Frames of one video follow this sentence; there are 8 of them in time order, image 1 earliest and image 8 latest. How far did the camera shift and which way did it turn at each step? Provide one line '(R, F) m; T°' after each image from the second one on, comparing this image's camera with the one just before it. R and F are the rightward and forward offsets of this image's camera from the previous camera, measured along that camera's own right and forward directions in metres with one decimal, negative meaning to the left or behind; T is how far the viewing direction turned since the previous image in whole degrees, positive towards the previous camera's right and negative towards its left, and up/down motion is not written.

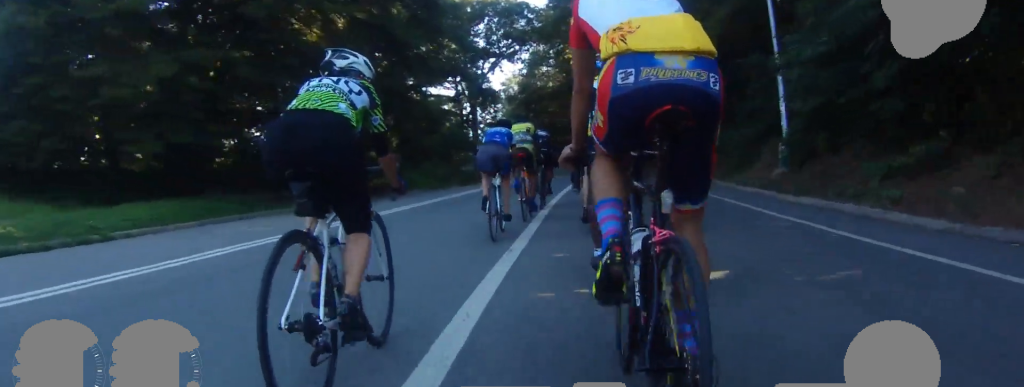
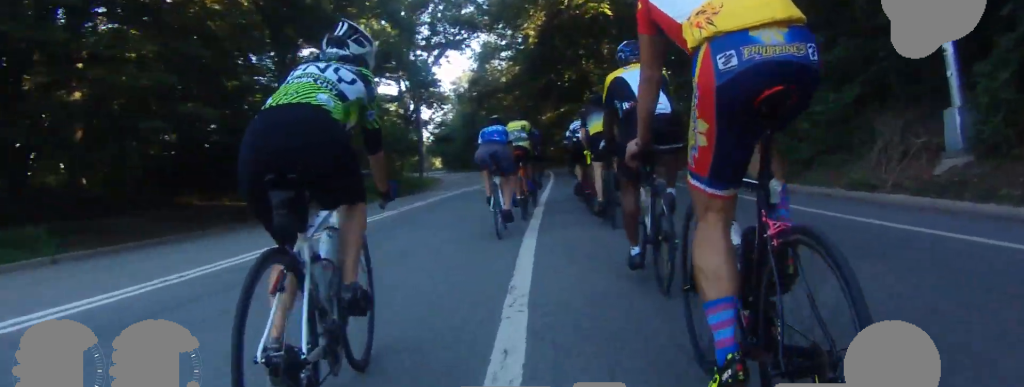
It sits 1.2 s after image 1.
(+0.5, +7.3) m; +3°
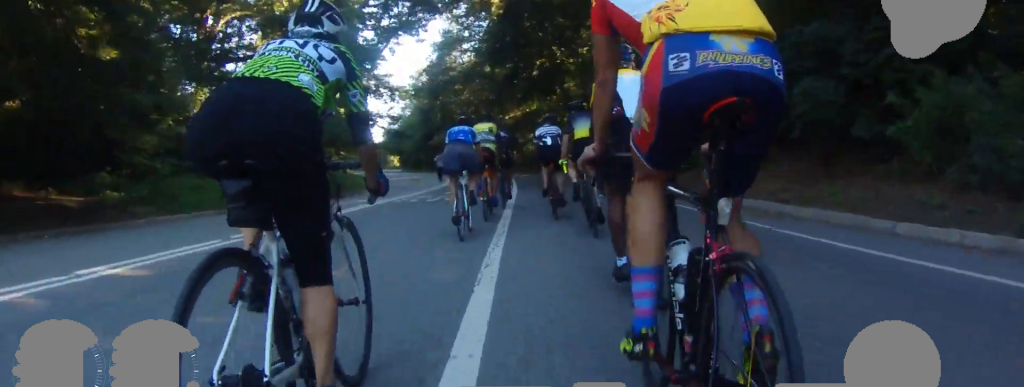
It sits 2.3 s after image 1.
(-0.2, +7.1) m; -1°
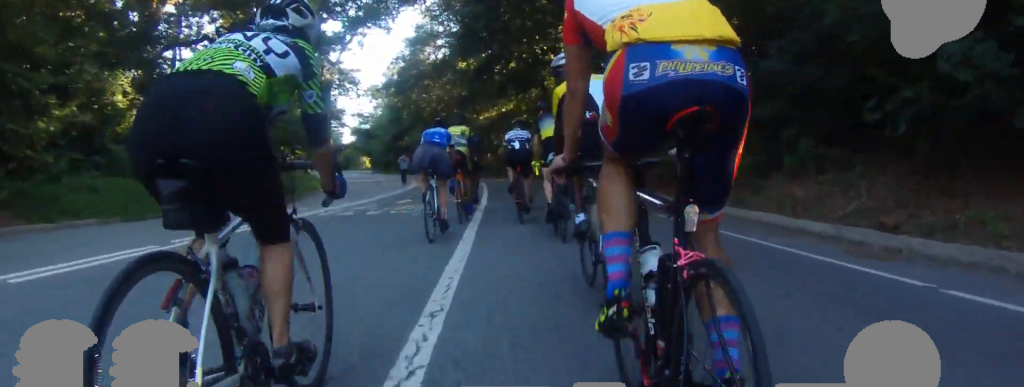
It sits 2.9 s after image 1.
(0.0, +4.0) m; 0°
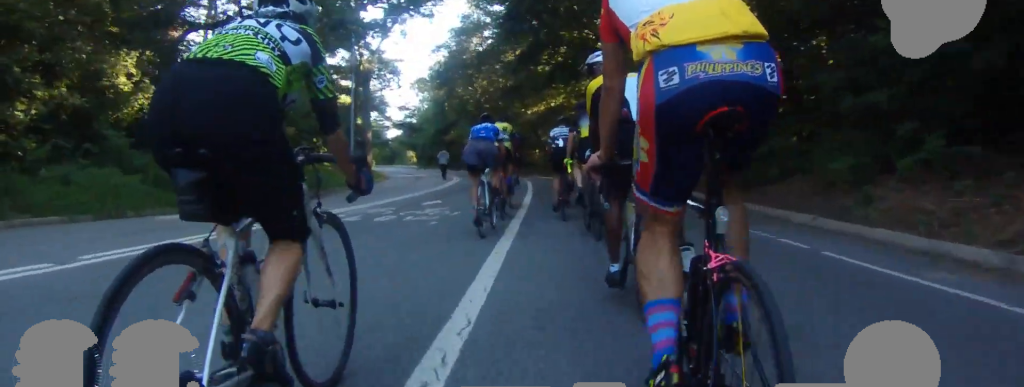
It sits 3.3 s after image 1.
(0.0, +2.5) m; 0°
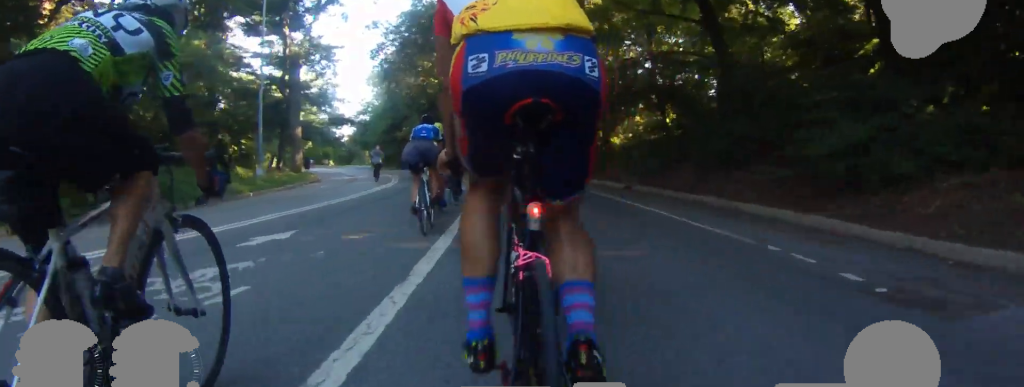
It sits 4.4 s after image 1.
(0.0, +6.8) m; 0°
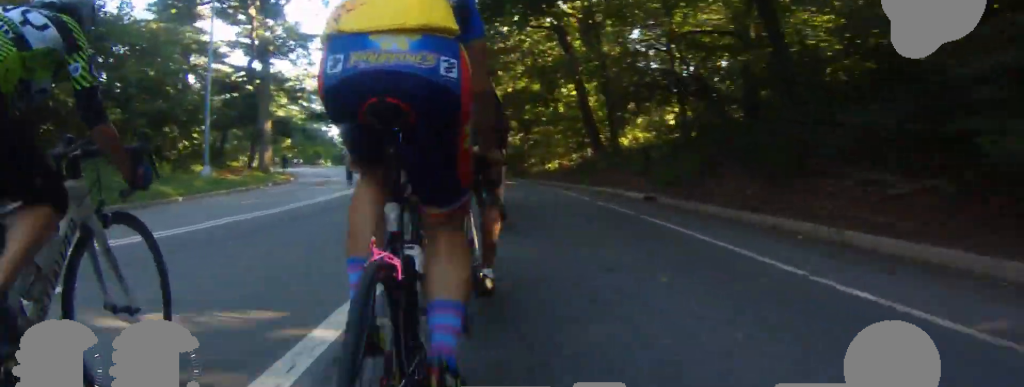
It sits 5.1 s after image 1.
(0.0, +4.4) m; 0°
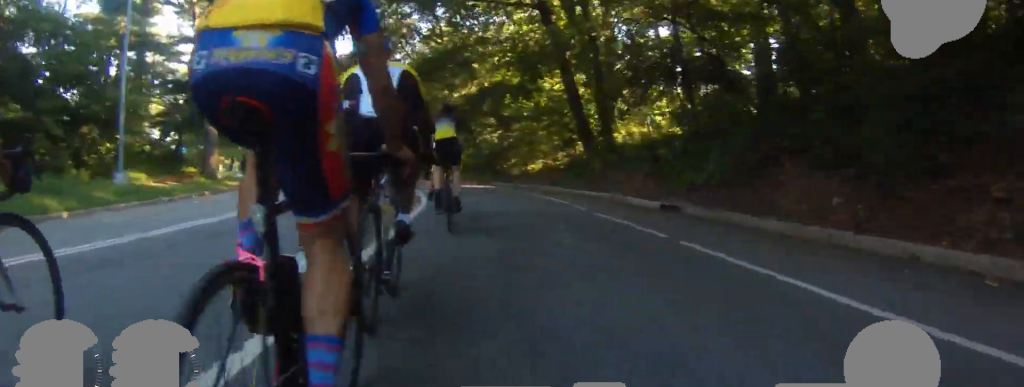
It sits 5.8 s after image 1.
(0.0, +4.1) m; 0°
